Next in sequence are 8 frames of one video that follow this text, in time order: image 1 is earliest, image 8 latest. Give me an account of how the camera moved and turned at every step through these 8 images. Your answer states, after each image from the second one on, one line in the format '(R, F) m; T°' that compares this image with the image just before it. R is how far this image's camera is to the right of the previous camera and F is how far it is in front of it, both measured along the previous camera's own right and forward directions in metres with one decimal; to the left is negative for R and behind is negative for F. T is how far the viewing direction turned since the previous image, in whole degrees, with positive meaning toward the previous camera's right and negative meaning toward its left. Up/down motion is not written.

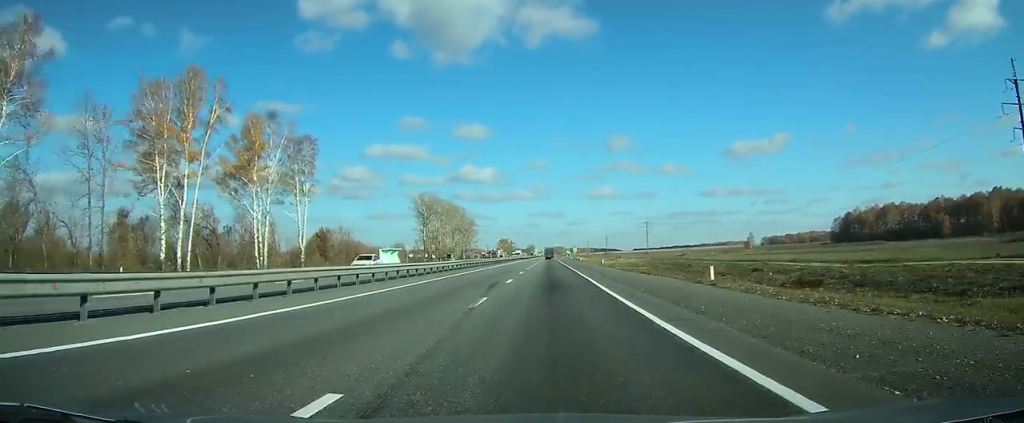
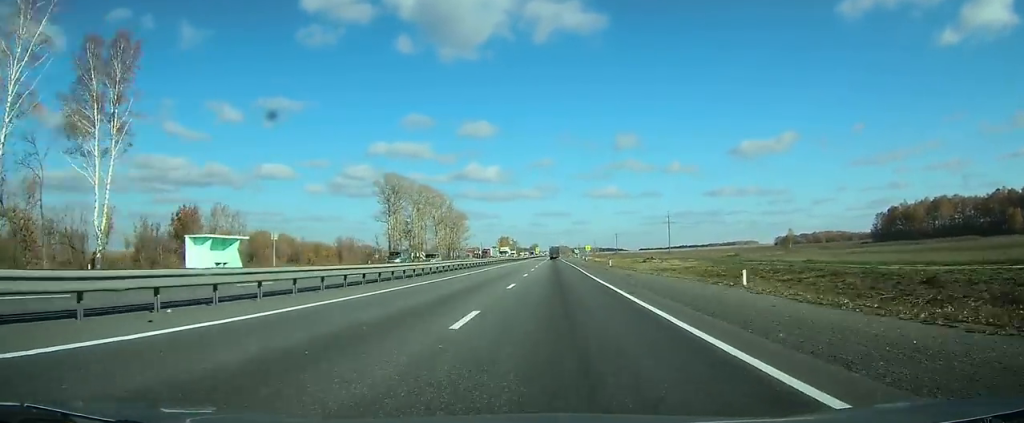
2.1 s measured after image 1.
(-0.1, +51.5) m; 0°
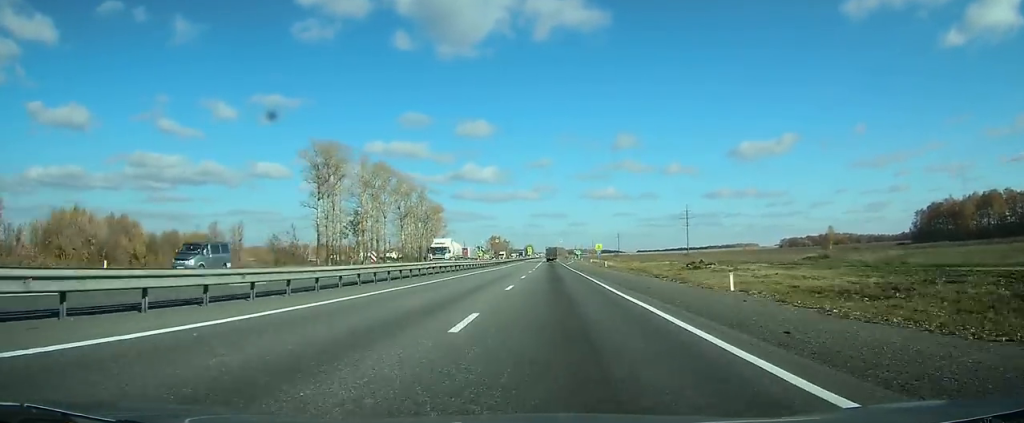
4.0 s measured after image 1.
(-0.1, +46.1) m; 0°
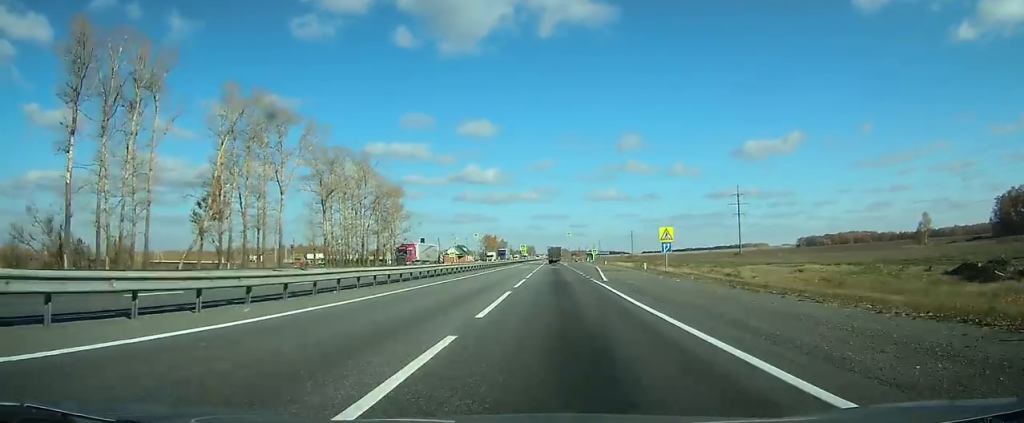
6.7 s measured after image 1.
(+0.2, +65.7) m; 0°
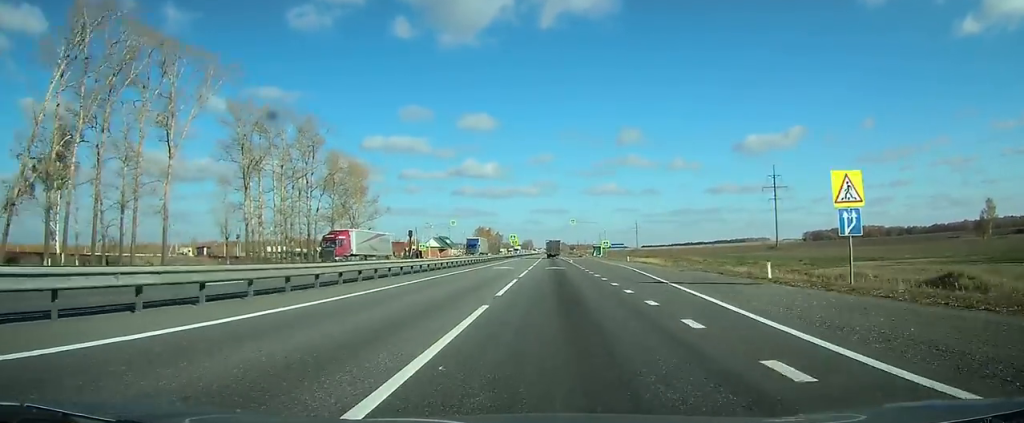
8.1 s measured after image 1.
(0.0, +33.0) m; 0°
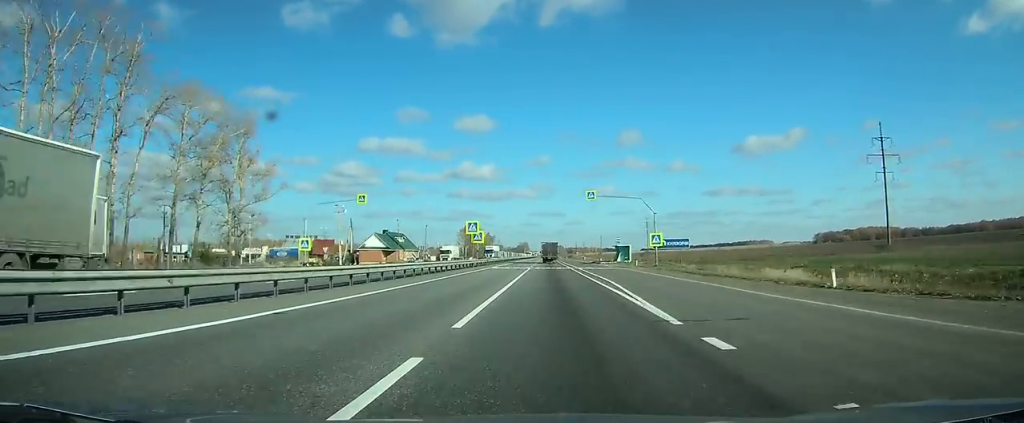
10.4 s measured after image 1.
(0.0, +55.9) m; 0°
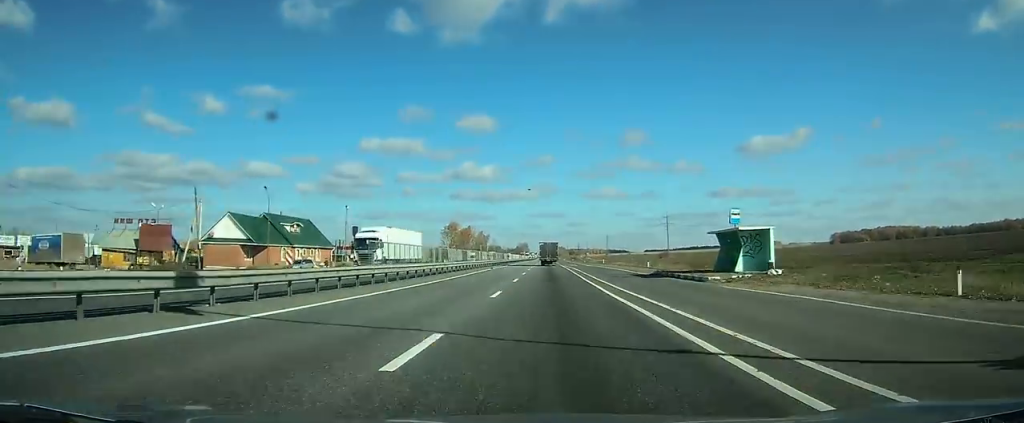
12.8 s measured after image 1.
(0.0, +54.0) m; 0°
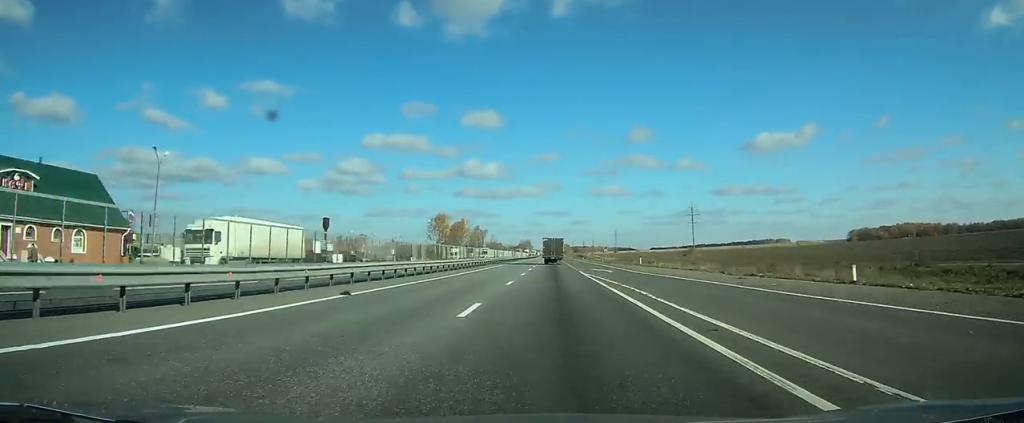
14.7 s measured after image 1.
(0.0, +40.5) m; 0°
